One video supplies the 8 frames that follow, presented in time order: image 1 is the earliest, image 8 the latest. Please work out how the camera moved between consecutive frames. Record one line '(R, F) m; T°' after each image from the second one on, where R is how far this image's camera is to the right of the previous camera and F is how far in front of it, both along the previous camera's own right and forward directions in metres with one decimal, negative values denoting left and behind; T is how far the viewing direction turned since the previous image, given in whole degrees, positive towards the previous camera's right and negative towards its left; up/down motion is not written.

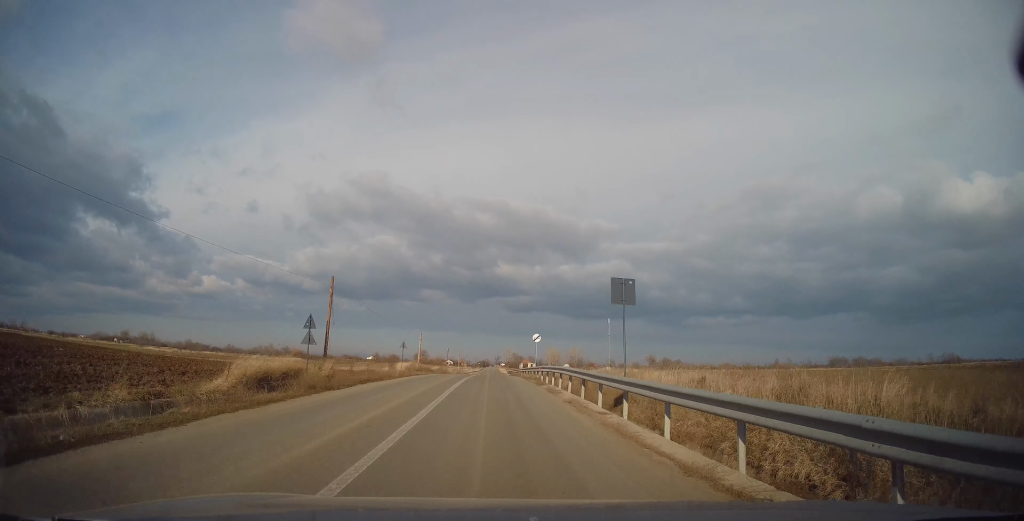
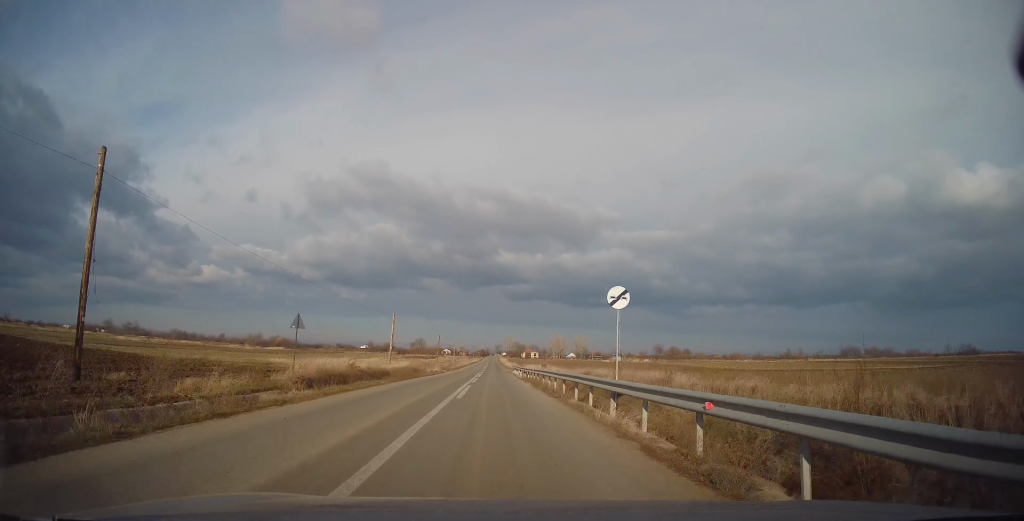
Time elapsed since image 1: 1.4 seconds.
(-0.6, +24.8) m; -1°
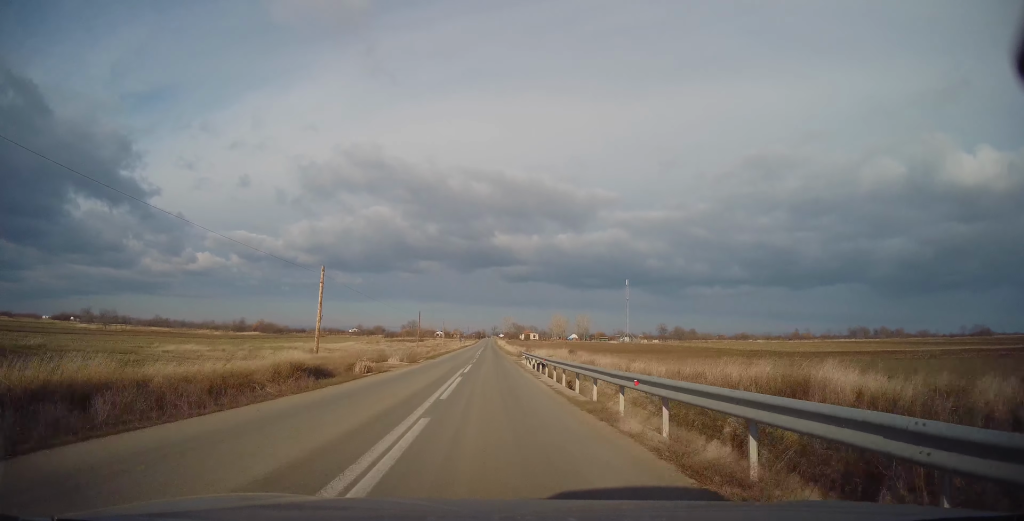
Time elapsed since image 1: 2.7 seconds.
(+0.5, +26.3) m; +1°
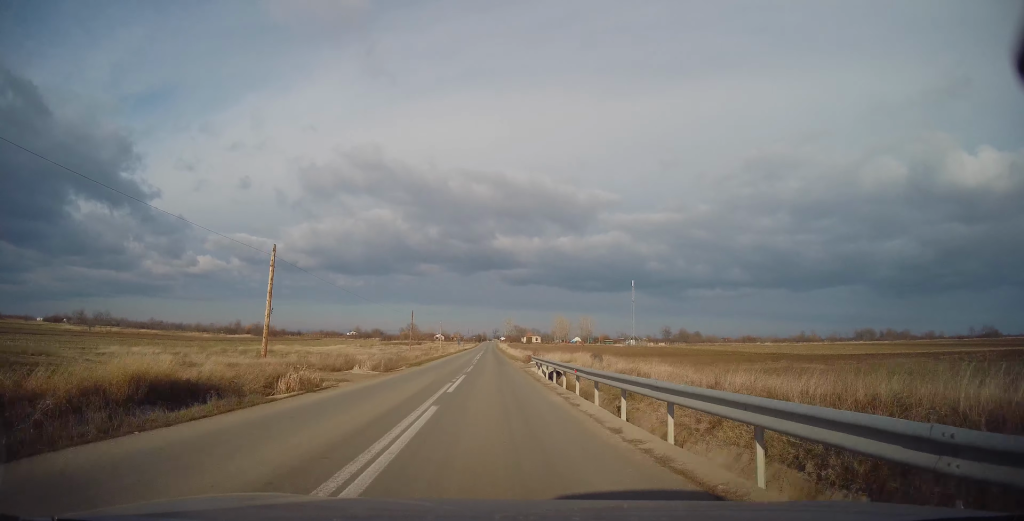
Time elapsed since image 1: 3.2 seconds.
(0.0, +9.4) m; 0°
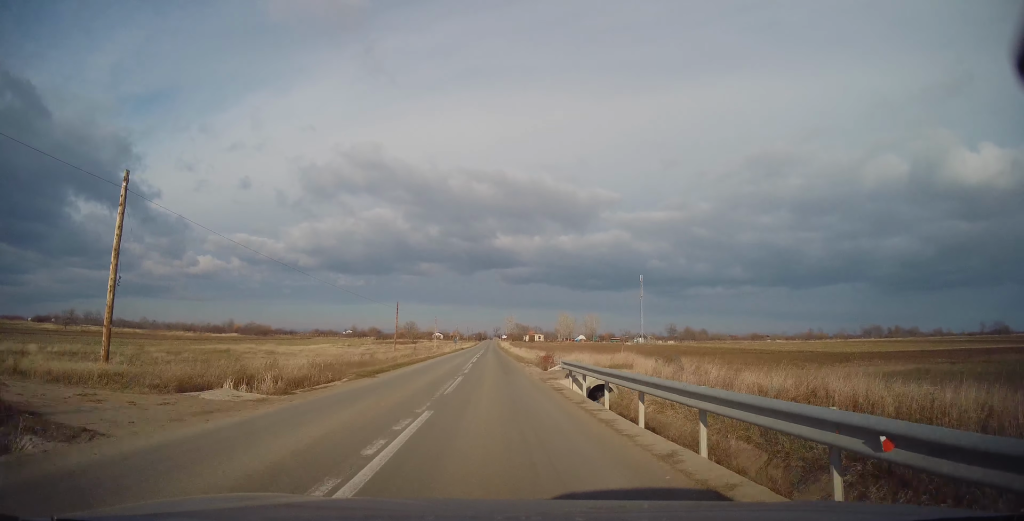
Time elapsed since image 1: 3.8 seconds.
(0.0, +13.5) m; 0°
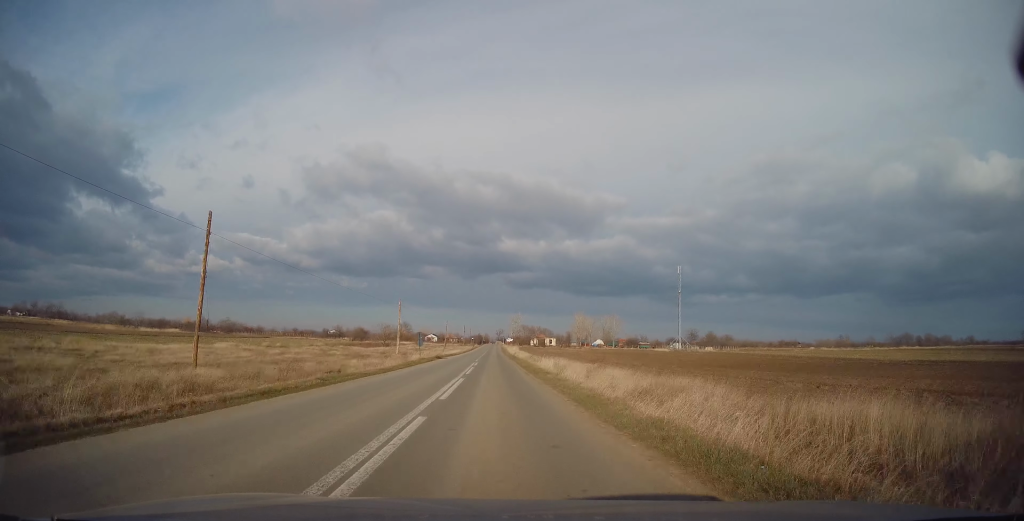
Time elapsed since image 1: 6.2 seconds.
(-0.4, +47.8) m; -1°
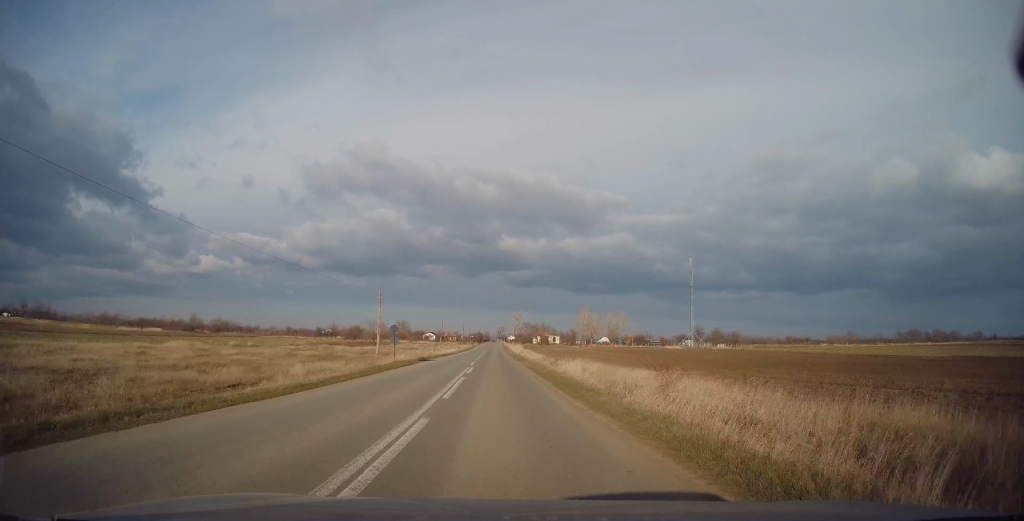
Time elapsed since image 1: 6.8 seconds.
(0.0, +12.7) m; 0°
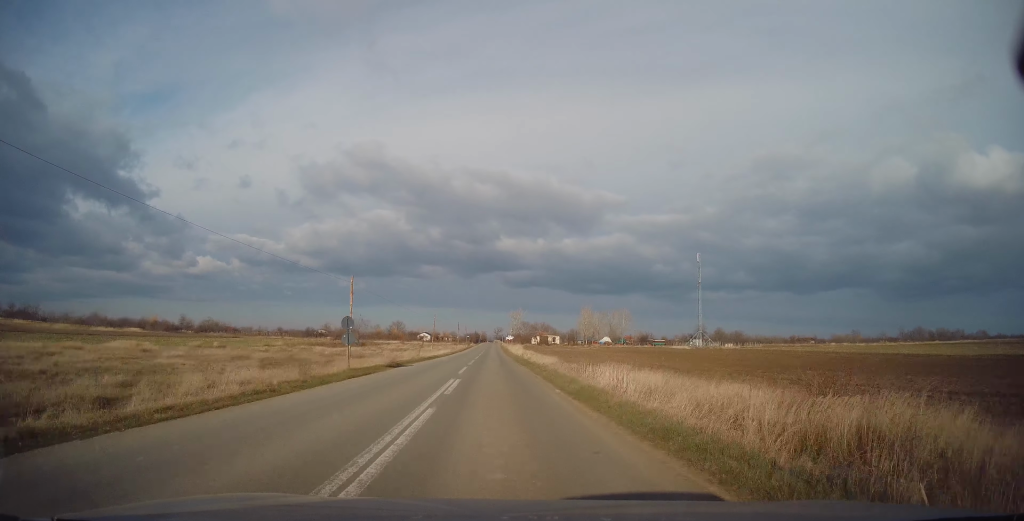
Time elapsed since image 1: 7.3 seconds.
(0.0, +10.0) m; 0°
